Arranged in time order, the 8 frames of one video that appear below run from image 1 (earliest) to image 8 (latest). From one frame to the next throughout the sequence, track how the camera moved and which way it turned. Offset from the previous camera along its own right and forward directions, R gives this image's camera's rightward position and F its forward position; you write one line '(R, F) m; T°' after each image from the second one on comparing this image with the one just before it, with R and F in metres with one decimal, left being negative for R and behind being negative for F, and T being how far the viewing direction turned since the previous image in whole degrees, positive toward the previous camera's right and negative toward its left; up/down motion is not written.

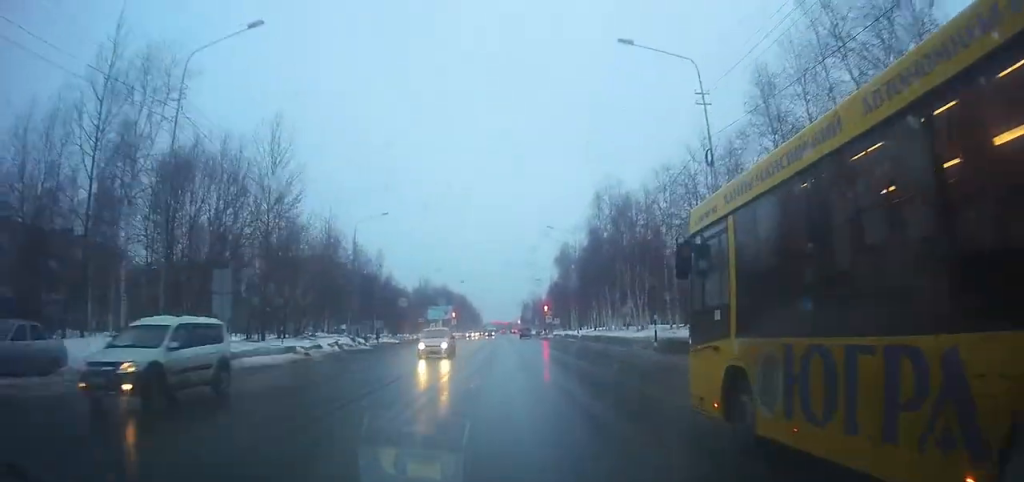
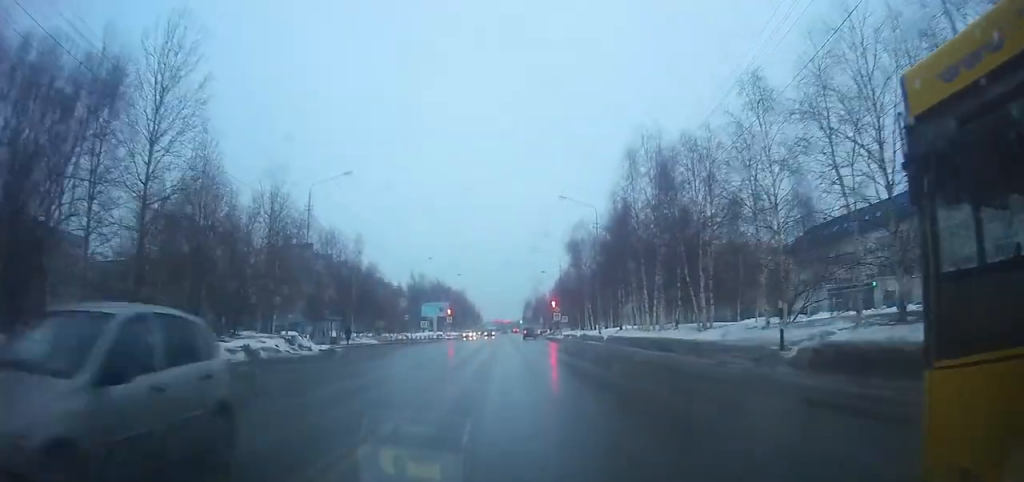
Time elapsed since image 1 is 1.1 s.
(0.0, +14.1) m; 0°
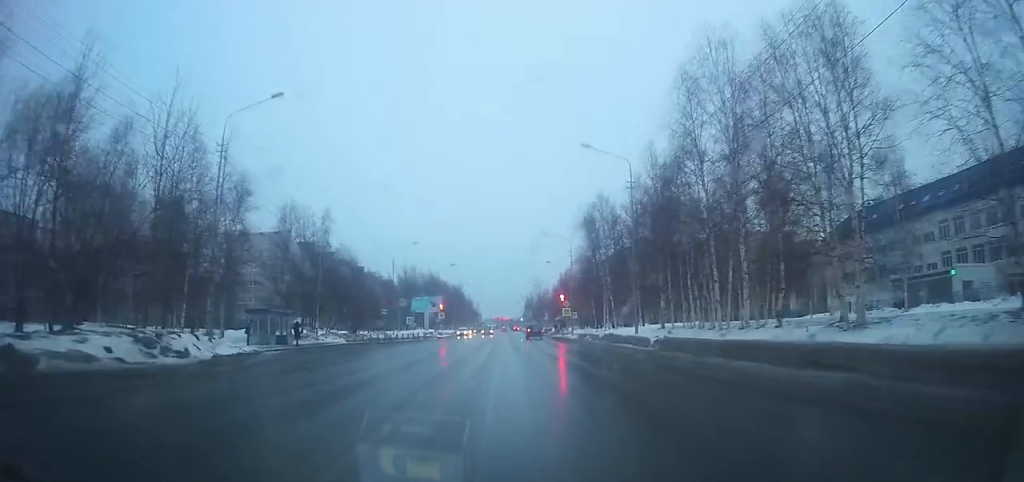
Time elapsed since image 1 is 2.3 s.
(0.0, +13.5) m; 0°
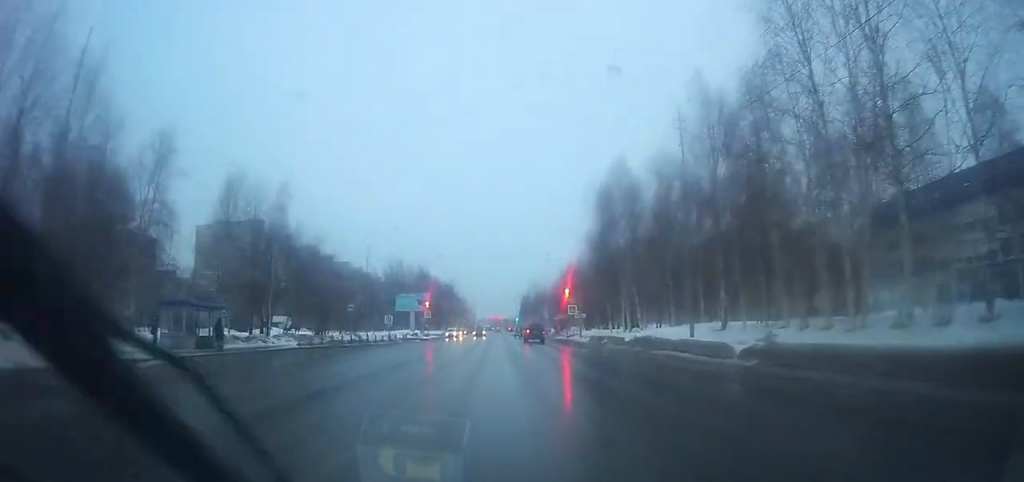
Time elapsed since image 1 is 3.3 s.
(+0.1, +11.6) m; +1°
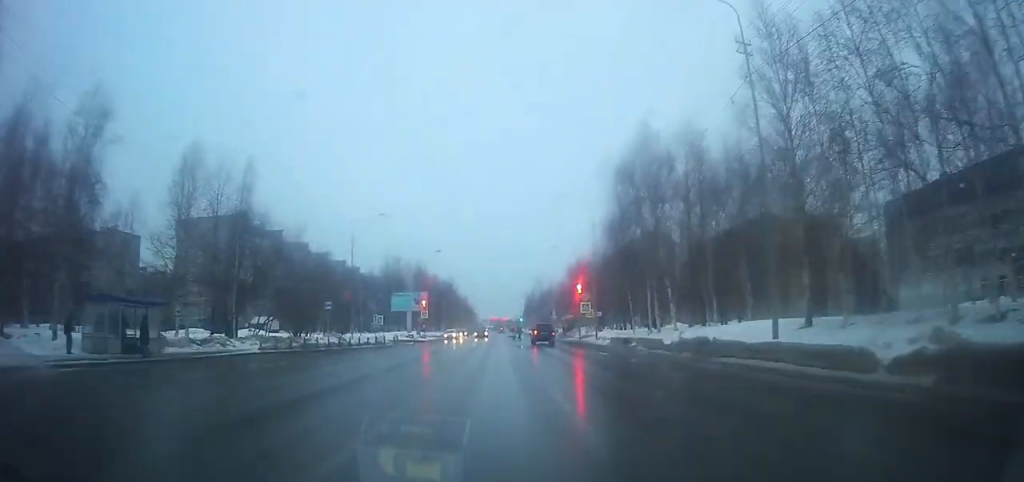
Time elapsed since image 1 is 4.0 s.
(0.0, +8.5) m; 0°
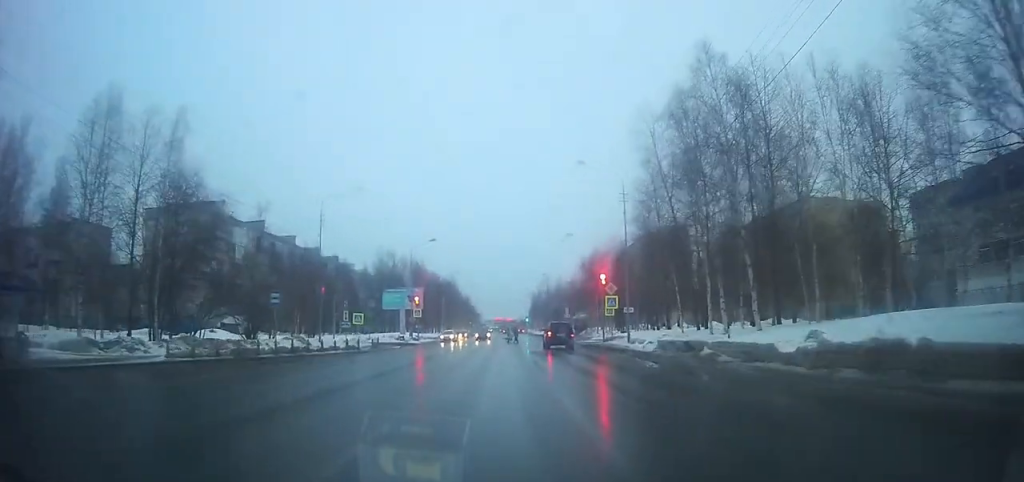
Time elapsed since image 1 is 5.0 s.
(0.0, +12.0) m; 0°
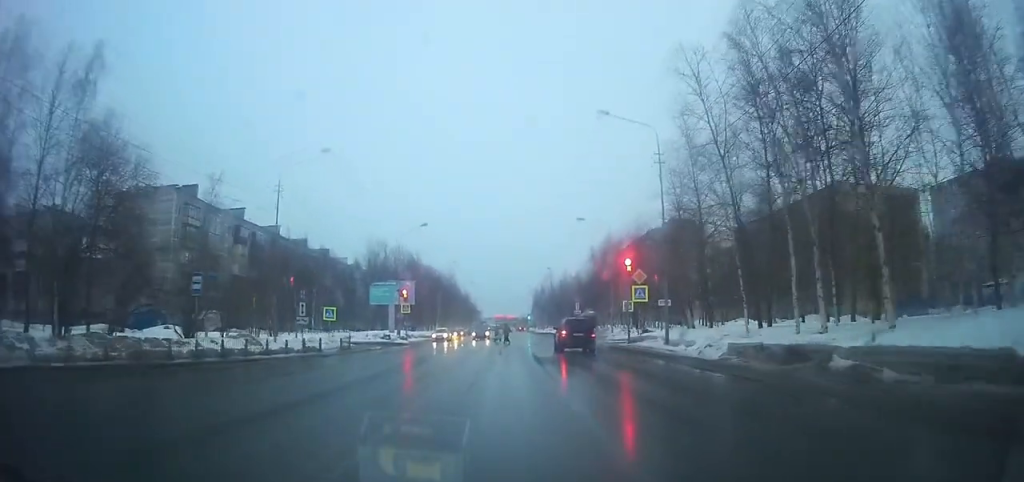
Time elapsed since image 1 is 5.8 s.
(0.0, +9.0) m; 0°
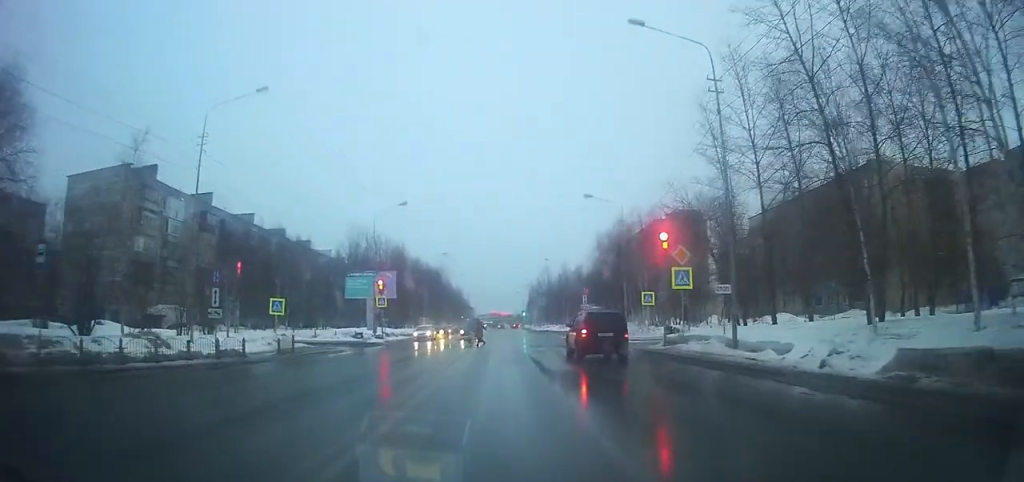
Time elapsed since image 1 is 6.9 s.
(0.0, +9.3) m; 0°
